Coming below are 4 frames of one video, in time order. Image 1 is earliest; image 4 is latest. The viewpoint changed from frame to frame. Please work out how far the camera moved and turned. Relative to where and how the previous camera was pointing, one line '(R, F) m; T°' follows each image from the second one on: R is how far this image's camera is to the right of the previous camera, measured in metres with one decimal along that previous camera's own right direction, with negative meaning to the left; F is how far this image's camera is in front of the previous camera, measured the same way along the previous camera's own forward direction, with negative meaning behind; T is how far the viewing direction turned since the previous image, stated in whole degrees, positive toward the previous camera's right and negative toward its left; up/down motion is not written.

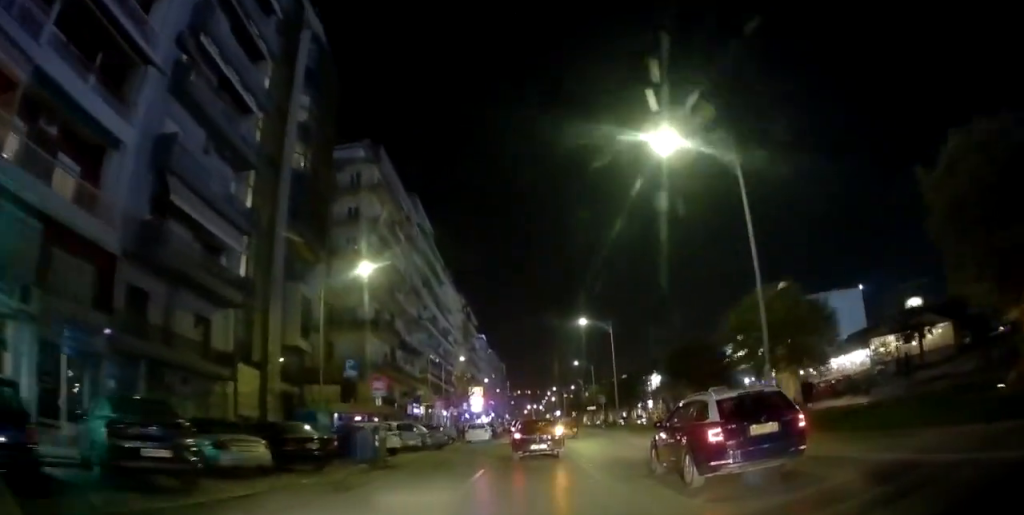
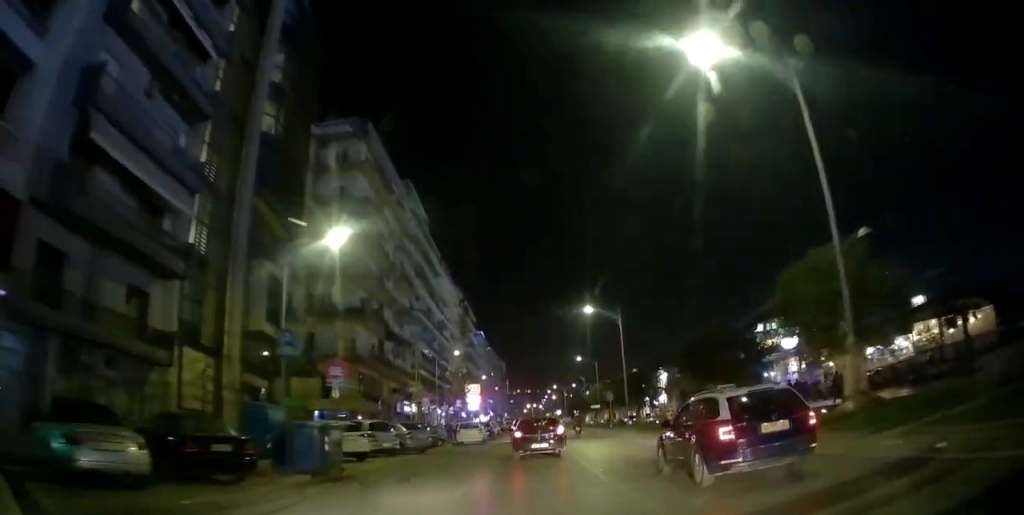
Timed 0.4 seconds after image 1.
(-0.1, +5.0) m; +1°
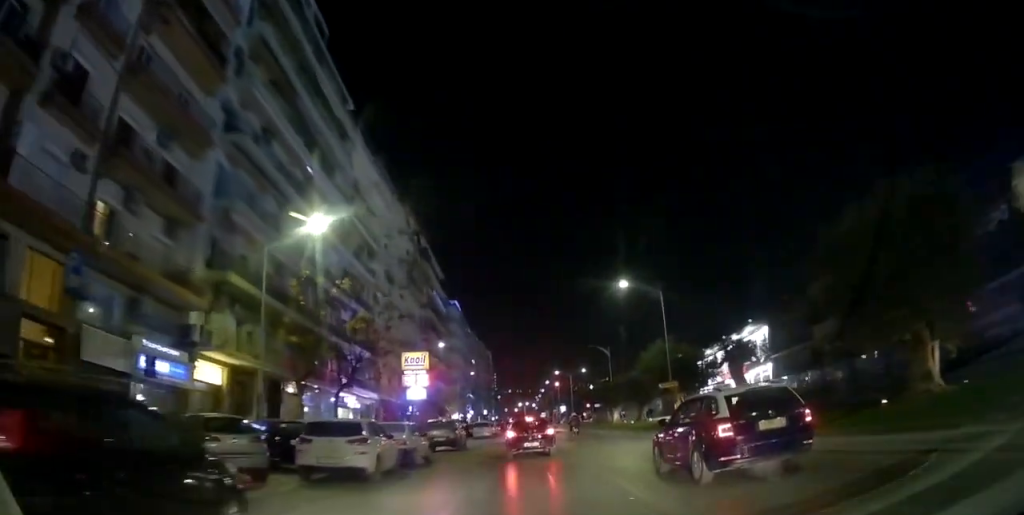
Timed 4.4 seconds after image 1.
(-0.2, +42.3) m; +1°
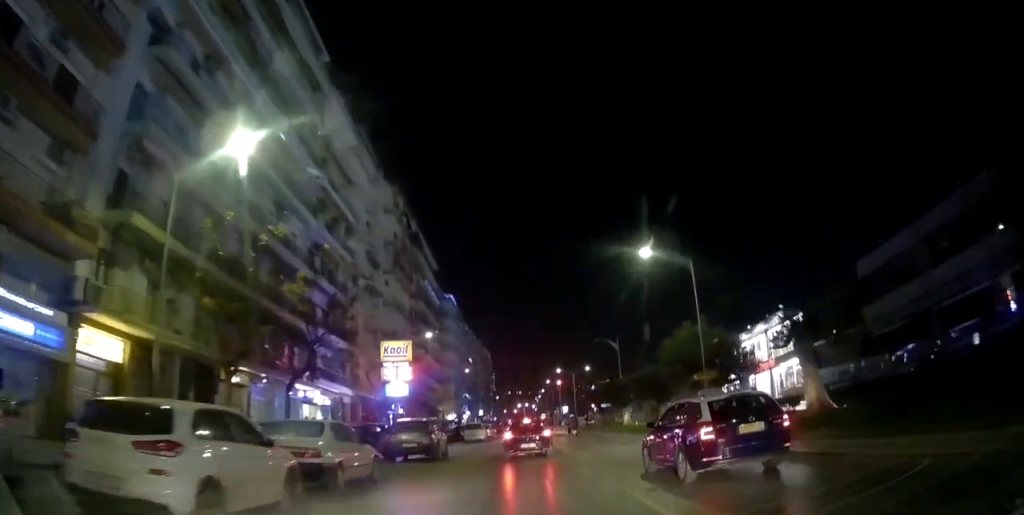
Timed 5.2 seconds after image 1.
(+0.2, +7.1) m; 0°
